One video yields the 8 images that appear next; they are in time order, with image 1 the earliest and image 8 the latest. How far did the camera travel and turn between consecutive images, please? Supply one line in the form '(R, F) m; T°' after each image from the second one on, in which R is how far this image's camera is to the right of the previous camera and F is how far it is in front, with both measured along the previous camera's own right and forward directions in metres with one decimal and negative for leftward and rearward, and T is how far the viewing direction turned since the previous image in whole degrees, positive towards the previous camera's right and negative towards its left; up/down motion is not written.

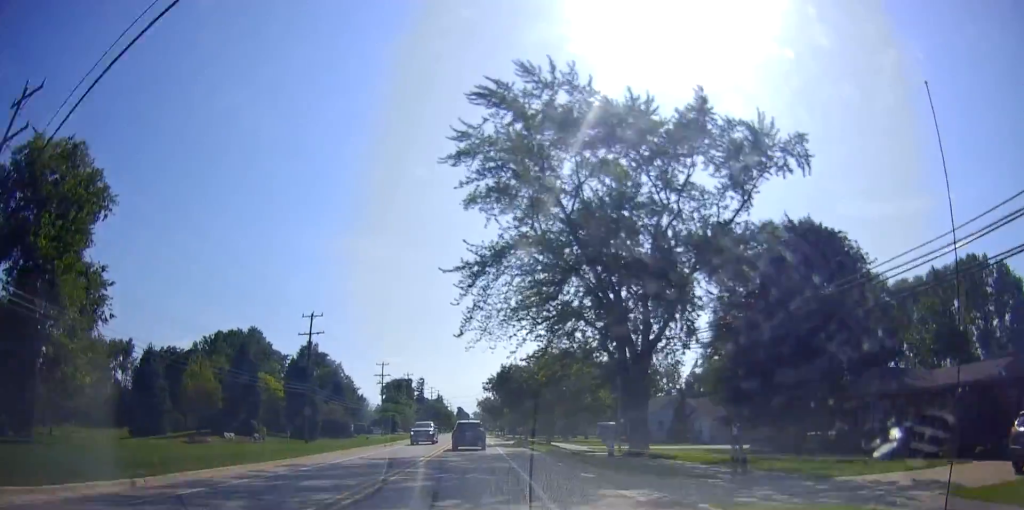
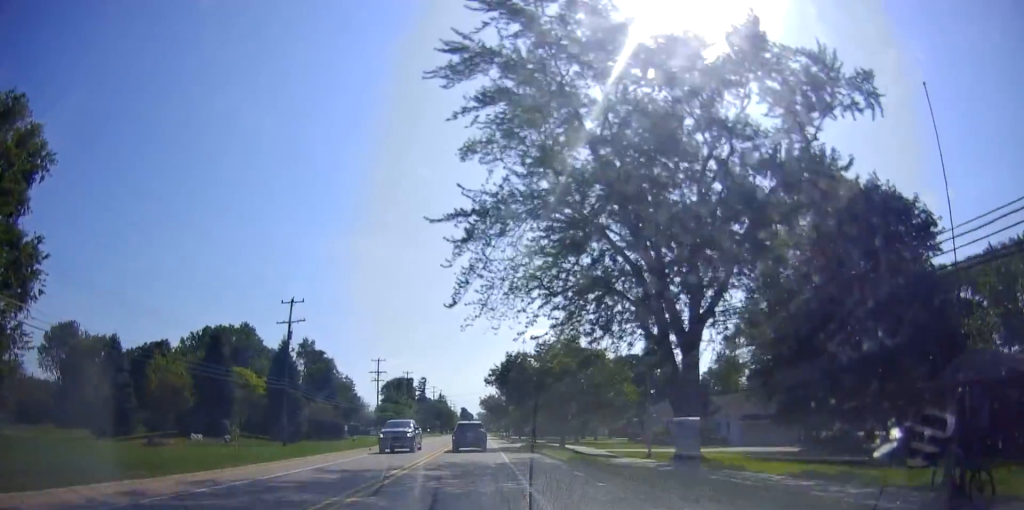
(-0.1, +7.7) m; 0°
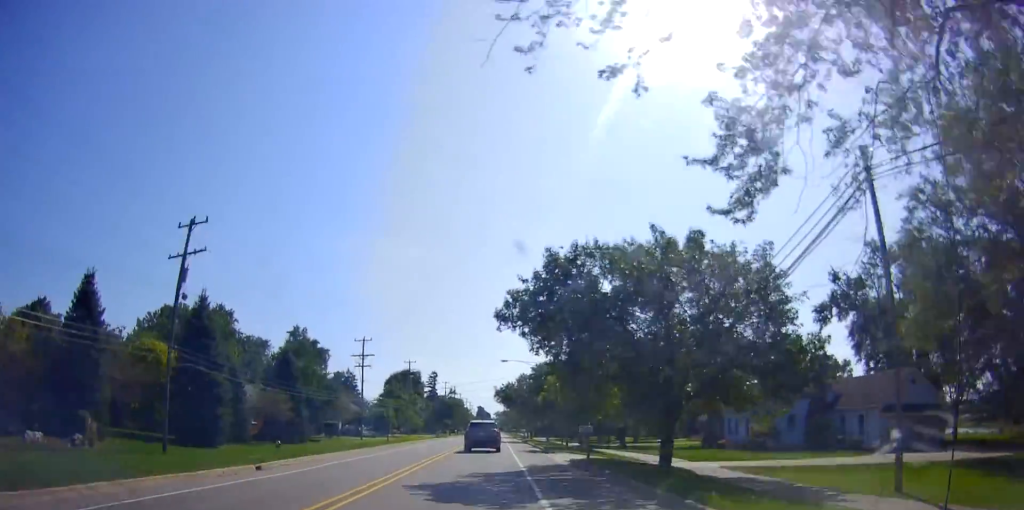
(-0.2, +22.9) m; -2°
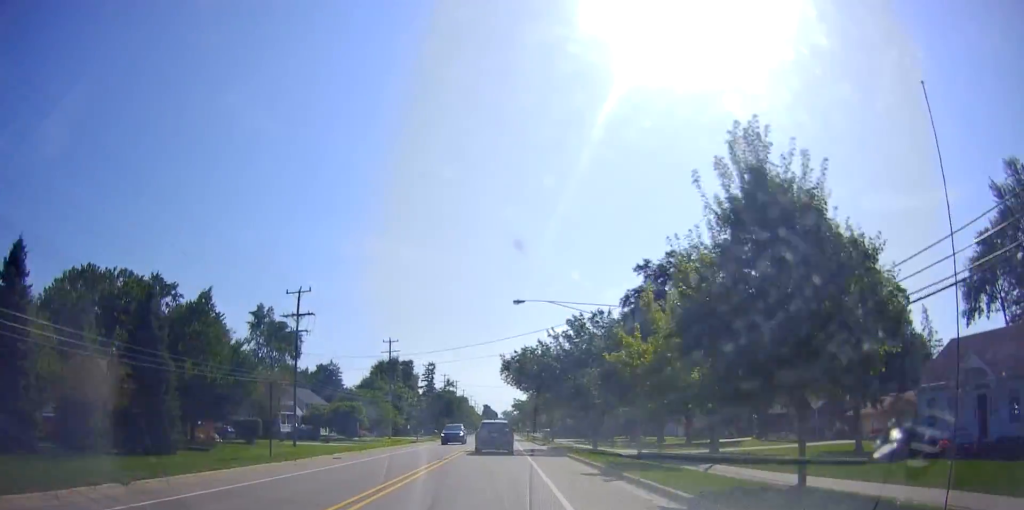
(-0.6, +27.9) m; -1°
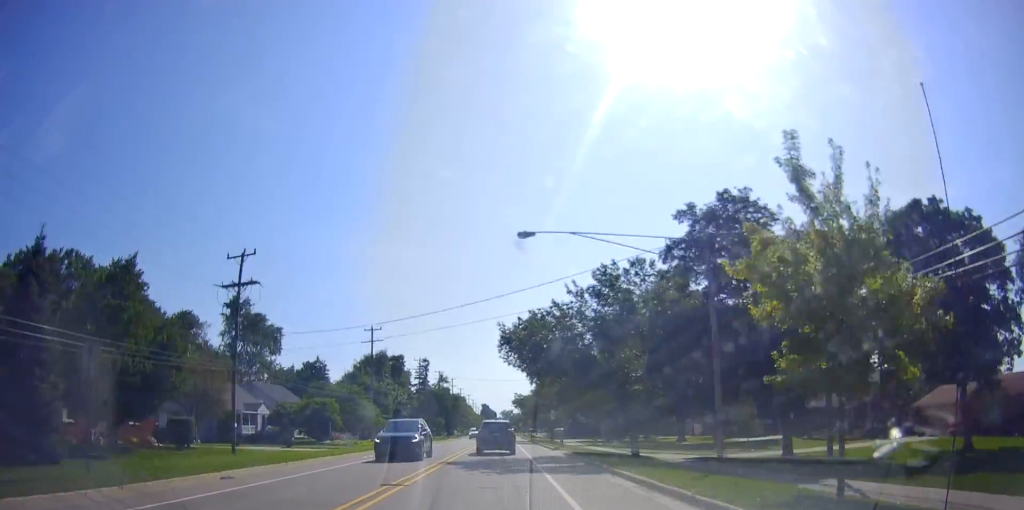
(-0.1, +11.8) m; +2°
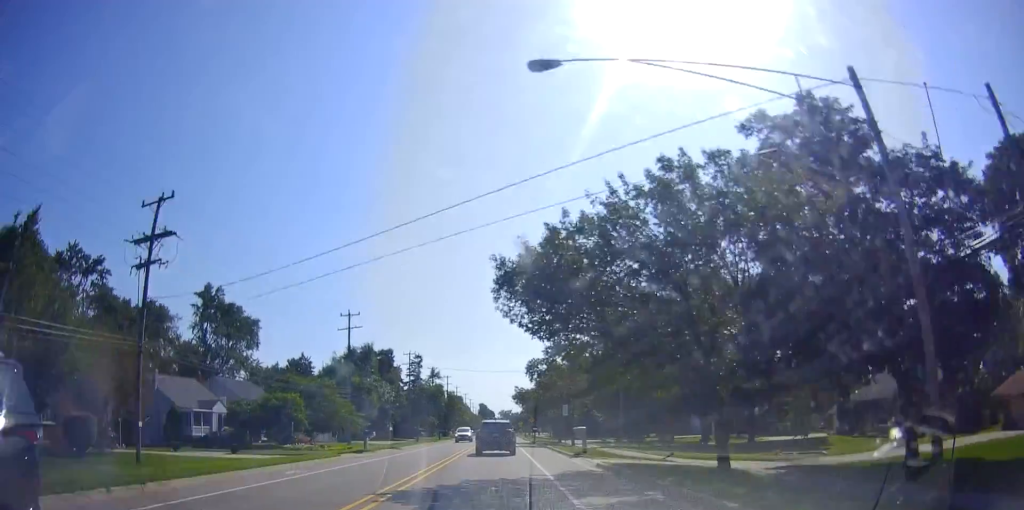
(+0.4, +11.3) m; 0°
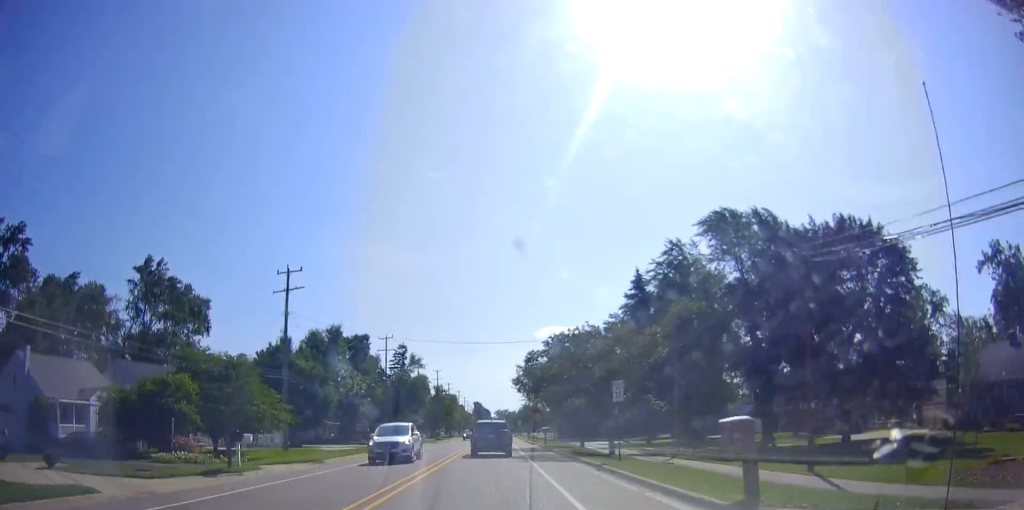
(-0.6, +19.7) m; -3°
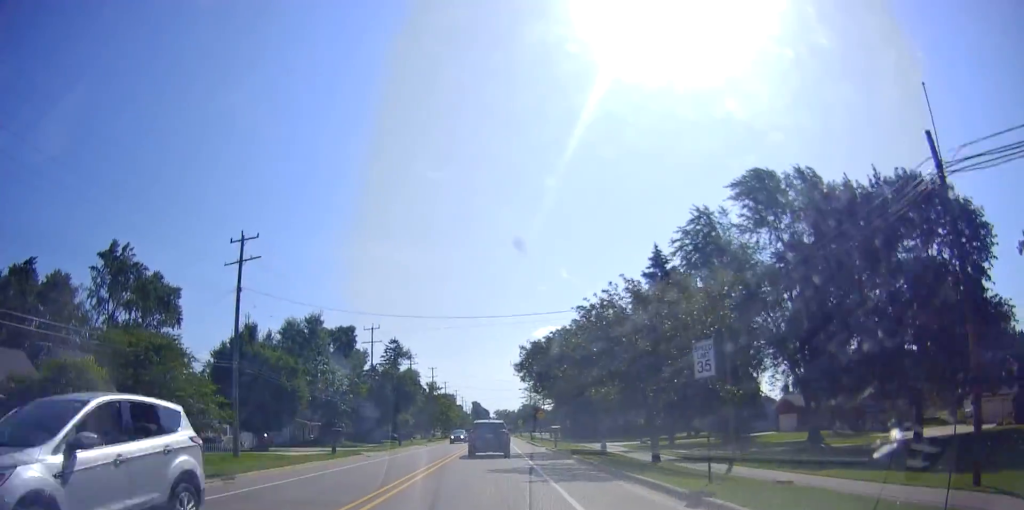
(0.0, +9.4) m; +2°
